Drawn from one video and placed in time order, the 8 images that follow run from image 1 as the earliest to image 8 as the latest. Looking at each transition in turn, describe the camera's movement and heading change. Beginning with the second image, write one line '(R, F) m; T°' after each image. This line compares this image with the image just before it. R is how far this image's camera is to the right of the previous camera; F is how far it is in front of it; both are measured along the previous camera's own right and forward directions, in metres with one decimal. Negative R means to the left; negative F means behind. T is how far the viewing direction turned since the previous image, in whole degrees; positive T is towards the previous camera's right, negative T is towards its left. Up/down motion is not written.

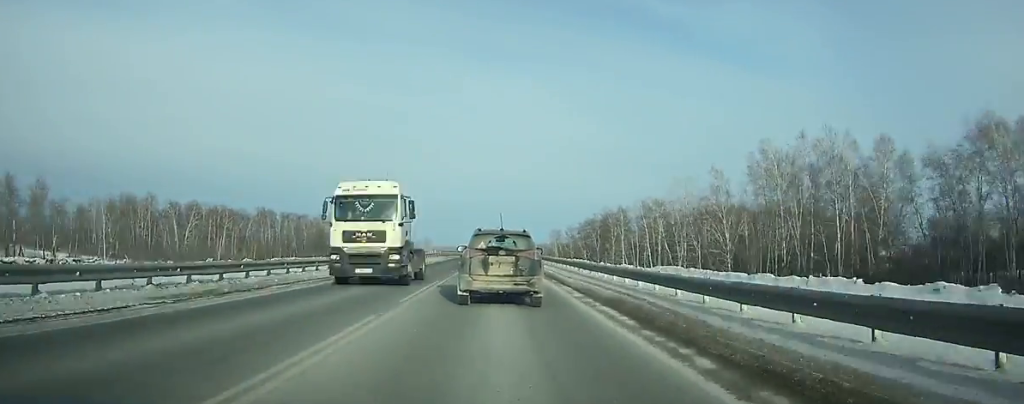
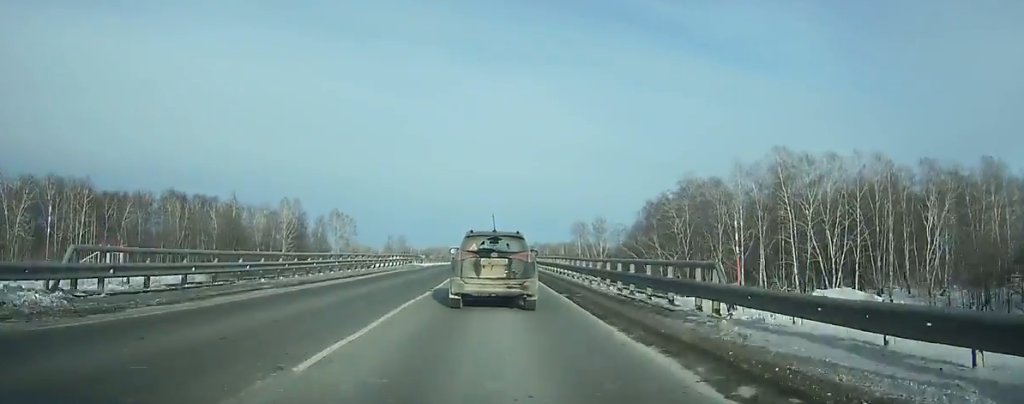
(0.0, +82.1) m; 0°
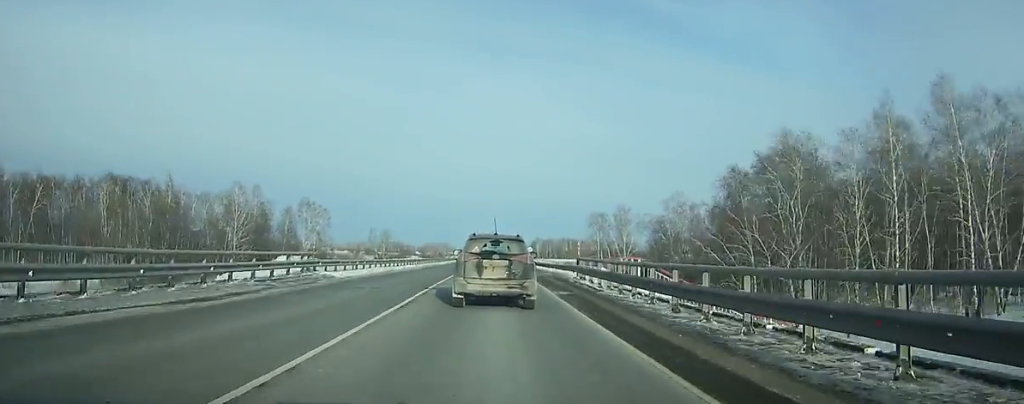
(+0.1, +34.3) m; 0°
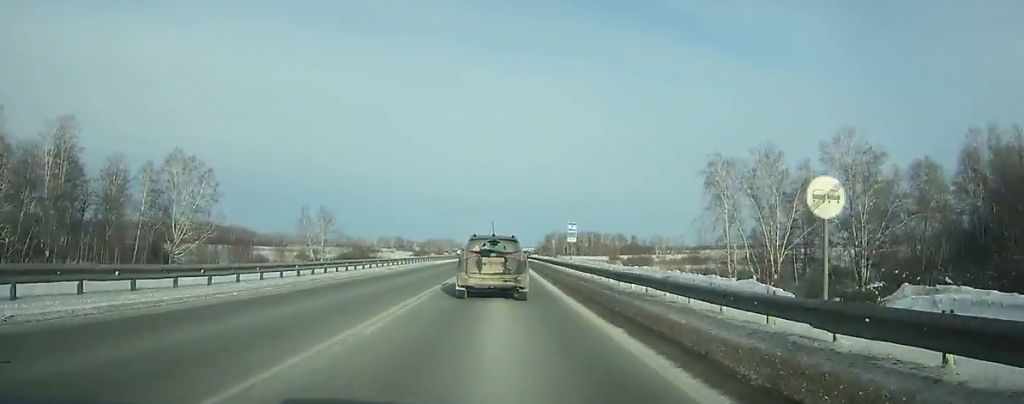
(-0.2, +83.0) m; 0°
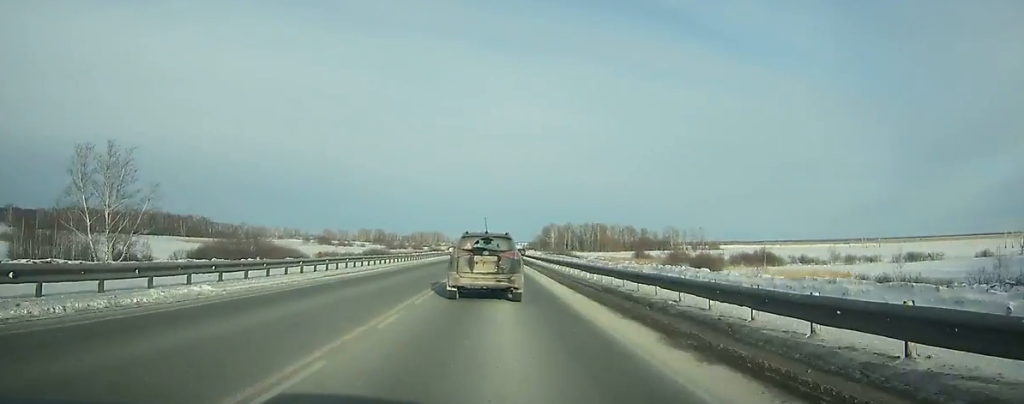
(+0.2, +69.8) m; +1°
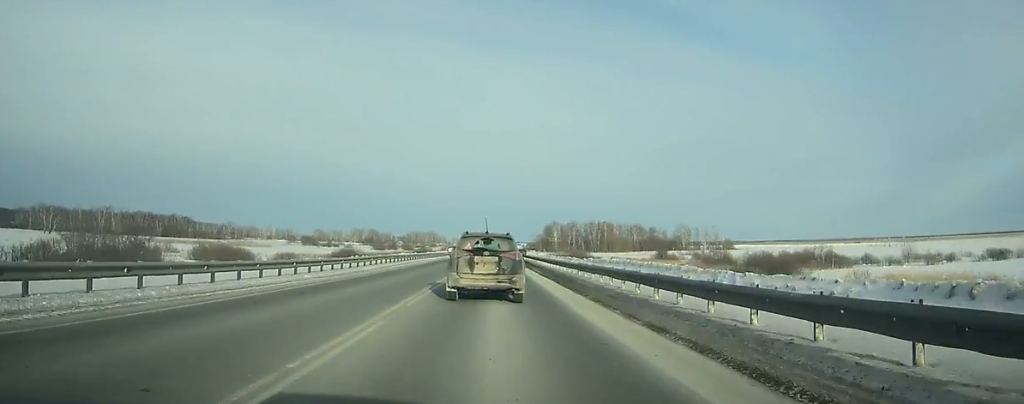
(+0.1, +31.4) m; 0°
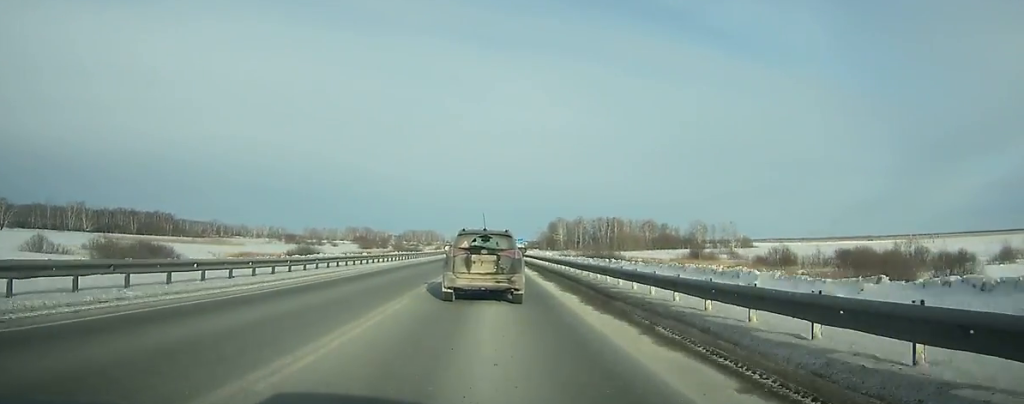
(+0.1, +31.4) m; 0°
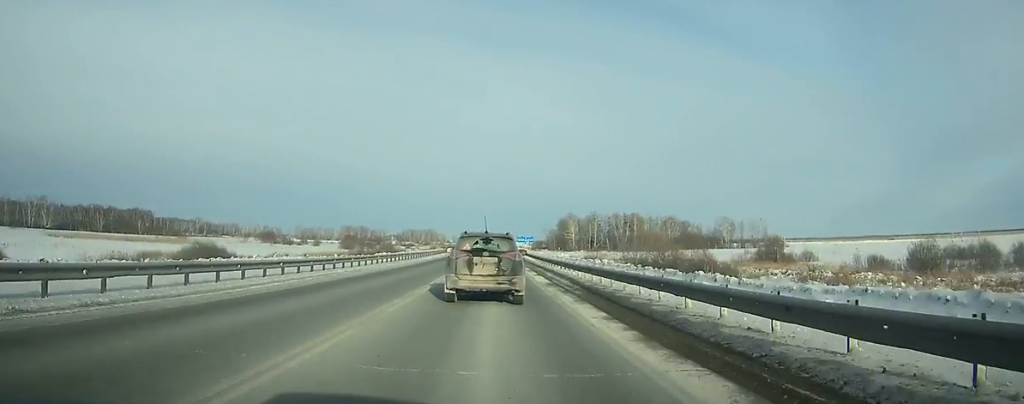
(-0.2, +41.0) m; 0°
